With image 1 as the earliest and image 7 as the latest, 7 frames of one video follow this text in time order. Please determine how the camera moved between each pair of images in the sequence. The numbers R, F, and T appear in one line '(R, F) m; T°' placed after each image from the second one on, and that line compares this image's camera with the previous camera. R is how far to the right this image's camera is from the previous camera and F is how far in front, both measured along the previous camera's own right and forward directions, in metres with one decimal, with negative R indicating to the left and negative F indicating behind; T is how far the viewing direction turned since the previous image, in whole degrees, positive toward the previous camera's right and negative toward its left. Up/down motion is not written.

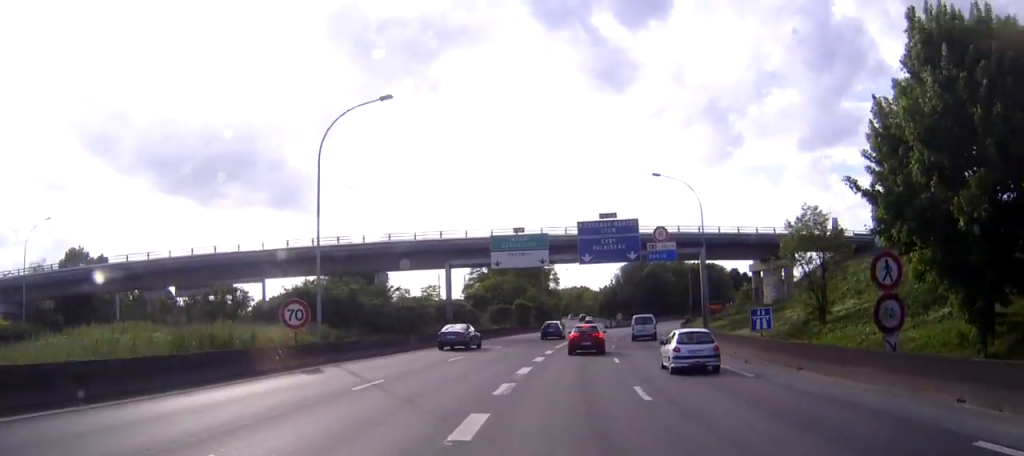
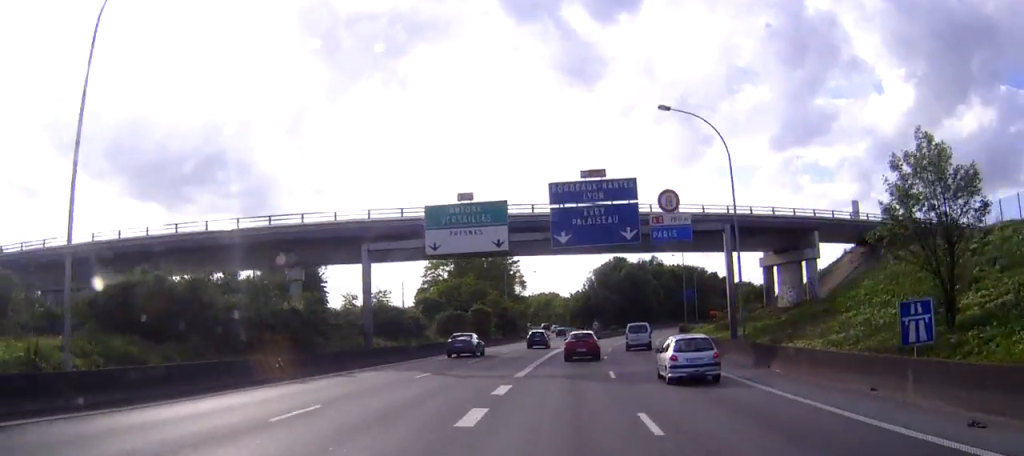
(+0.4, +17.6) m; +3°
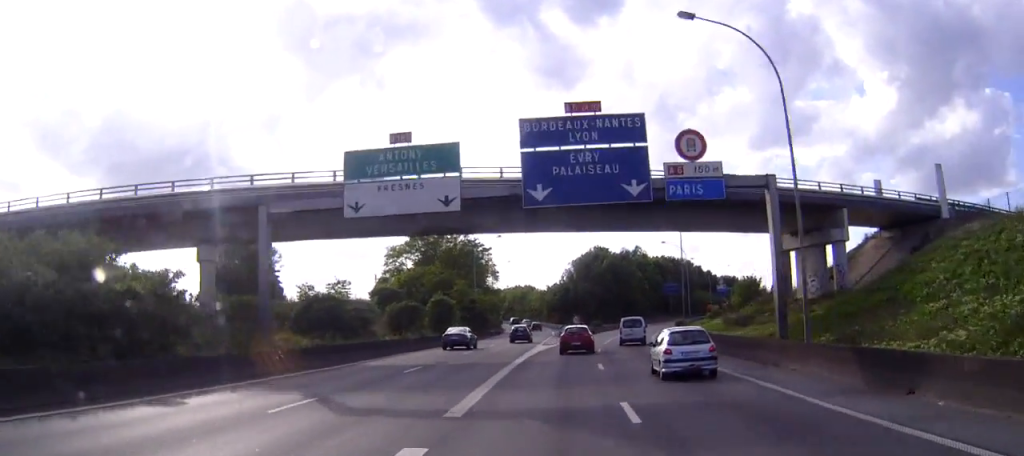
(+0.4, +12.5) m; +2°
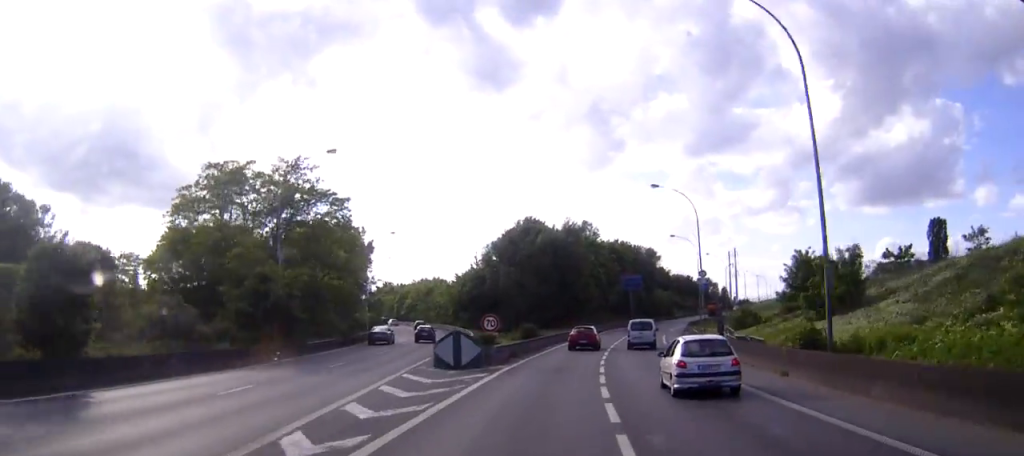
(+2.5, +49.0) m; +5°
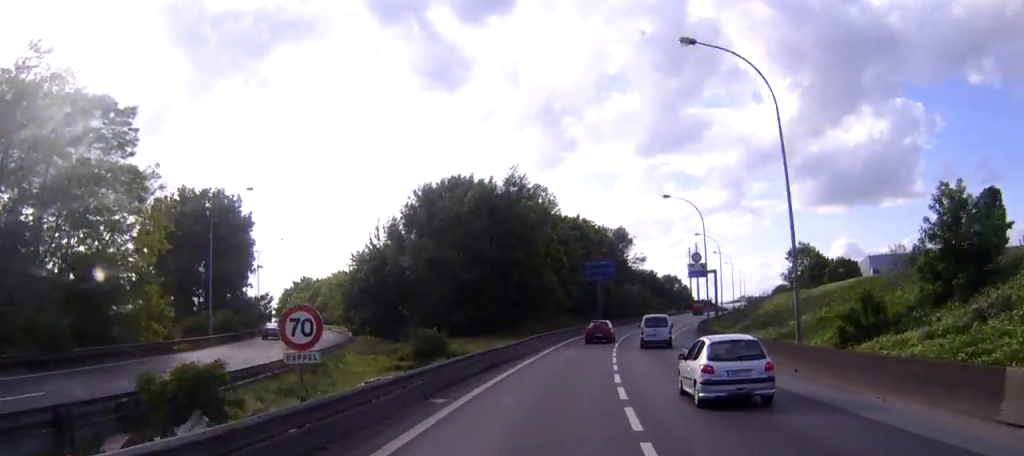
(+0.7, +31.2) m; +4°
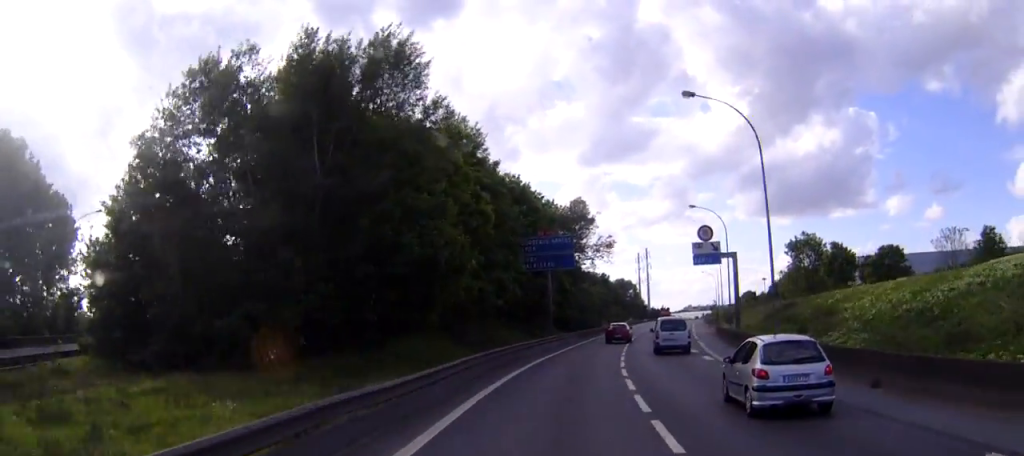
(+0.9, +32.7) m; +4°
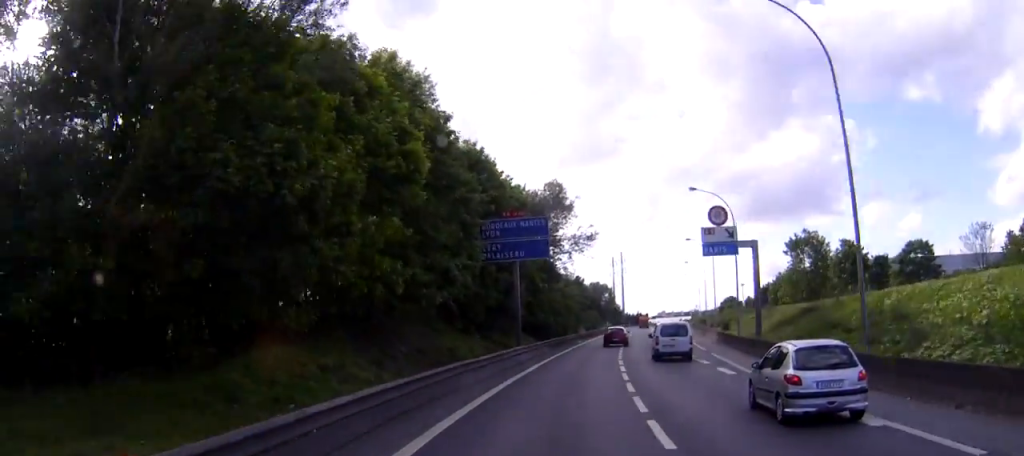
(+0.3, +12.3) m; +3°
